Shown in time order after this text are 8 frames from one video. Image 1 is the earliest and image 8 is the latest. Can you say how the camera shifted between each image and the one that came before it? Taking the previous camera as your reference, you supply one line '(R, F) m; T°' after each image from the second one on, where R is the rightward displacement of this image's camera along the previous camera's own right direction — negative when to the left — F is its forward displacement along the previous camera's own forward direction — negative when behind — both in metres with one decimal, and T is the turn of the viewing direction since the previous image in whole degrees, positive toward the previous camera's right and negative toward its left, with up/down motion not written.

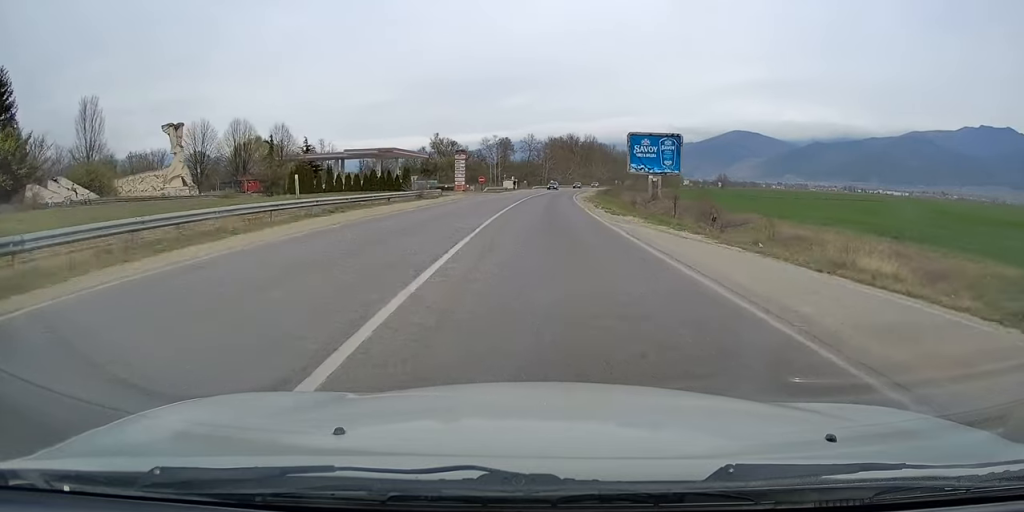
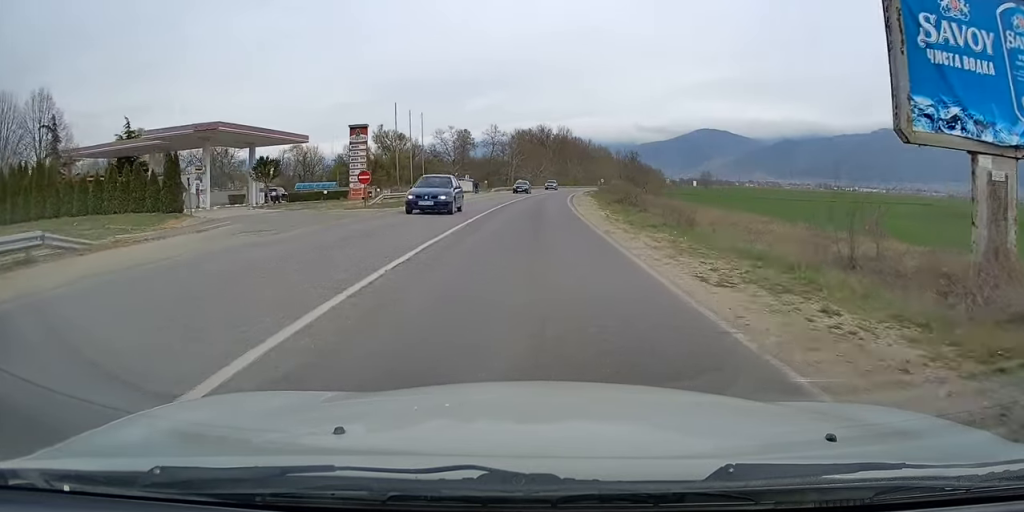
(+1.3, +40.6) m; +3°
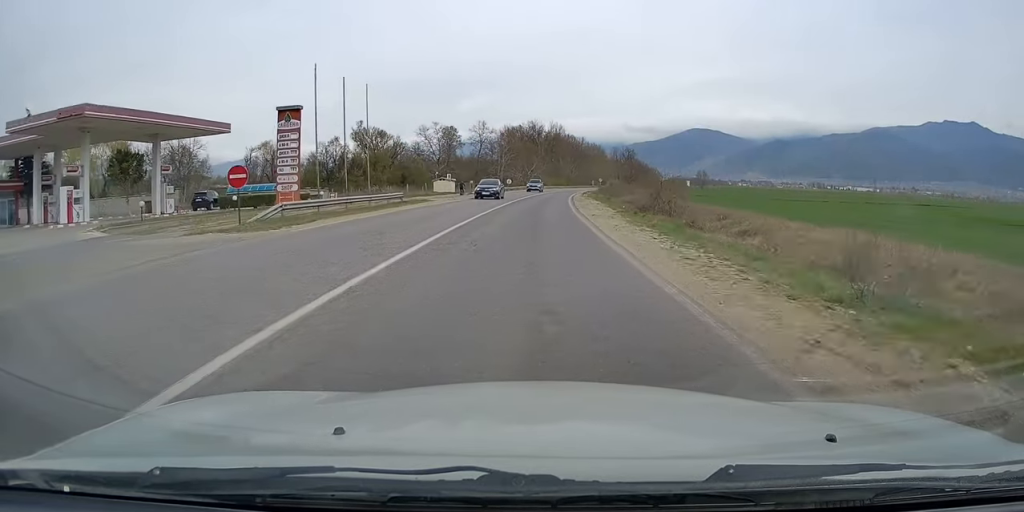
(+0.1, +13.9) m; +1°
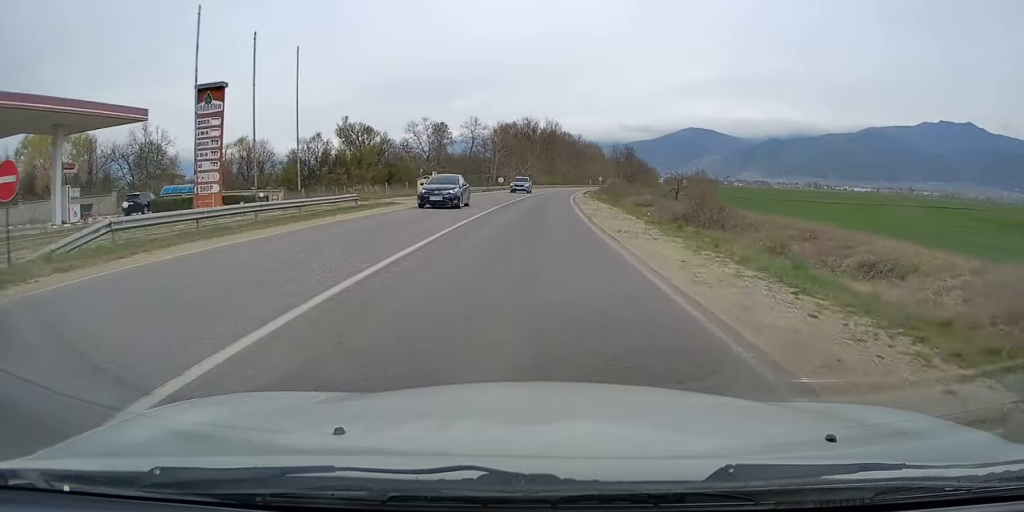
(+0.1, +9.8) m; 0°
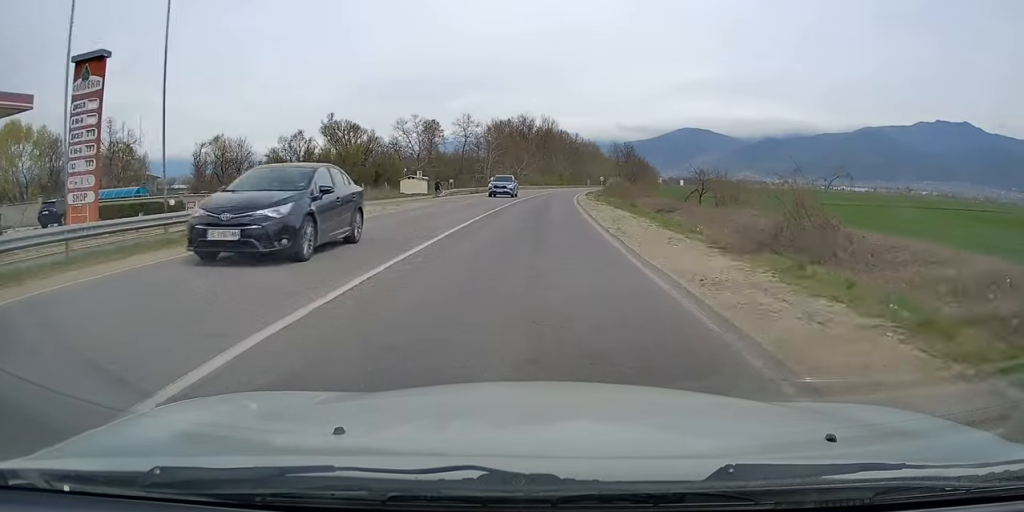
(0.0, +9.3) m; 0°
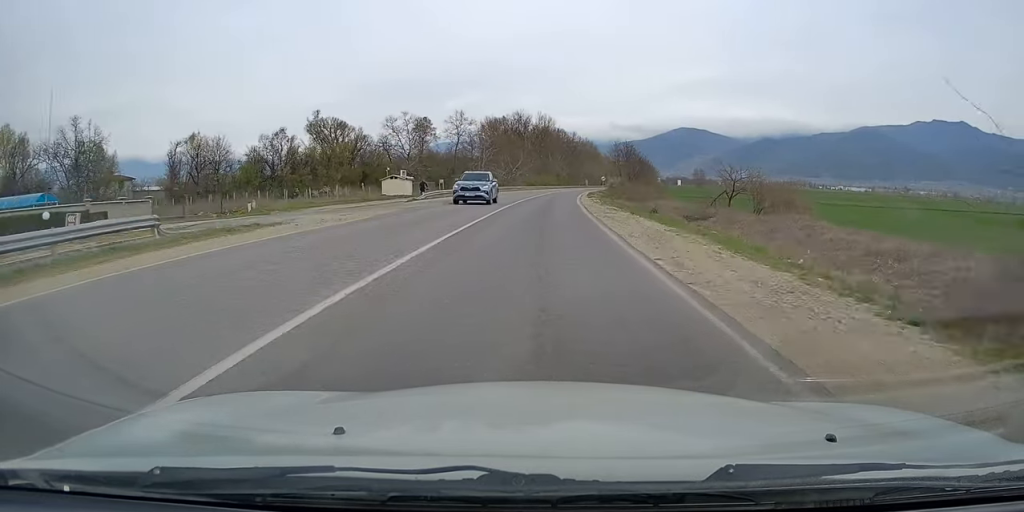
(0.0, +8.1) m; 0°
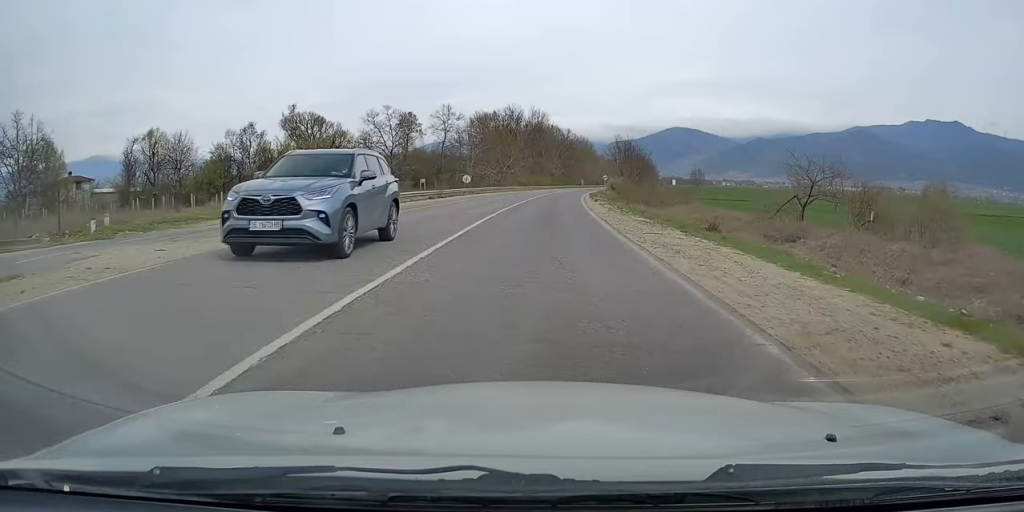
(+0.1, +12.0) m; +1°
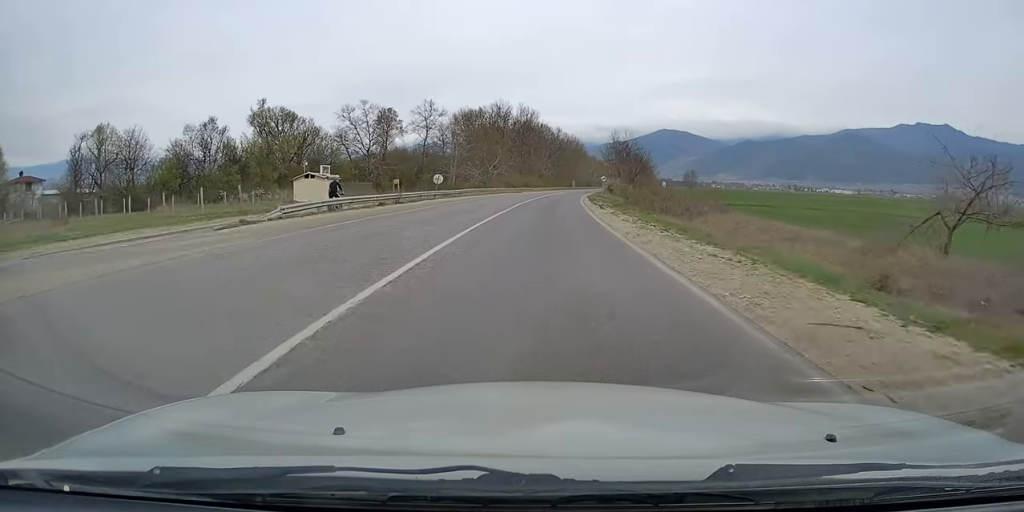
(0.0, +11.5) m; +1°
